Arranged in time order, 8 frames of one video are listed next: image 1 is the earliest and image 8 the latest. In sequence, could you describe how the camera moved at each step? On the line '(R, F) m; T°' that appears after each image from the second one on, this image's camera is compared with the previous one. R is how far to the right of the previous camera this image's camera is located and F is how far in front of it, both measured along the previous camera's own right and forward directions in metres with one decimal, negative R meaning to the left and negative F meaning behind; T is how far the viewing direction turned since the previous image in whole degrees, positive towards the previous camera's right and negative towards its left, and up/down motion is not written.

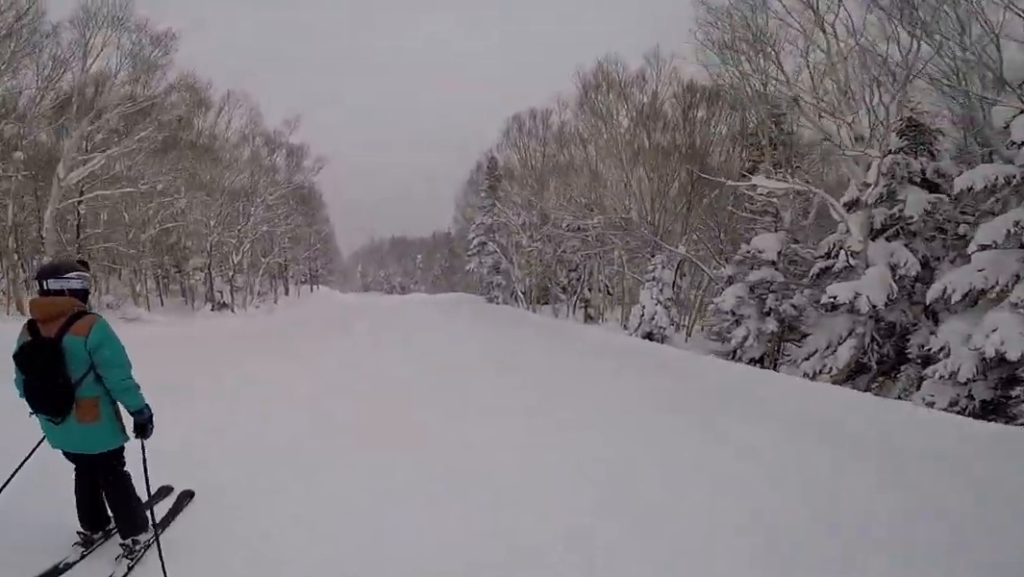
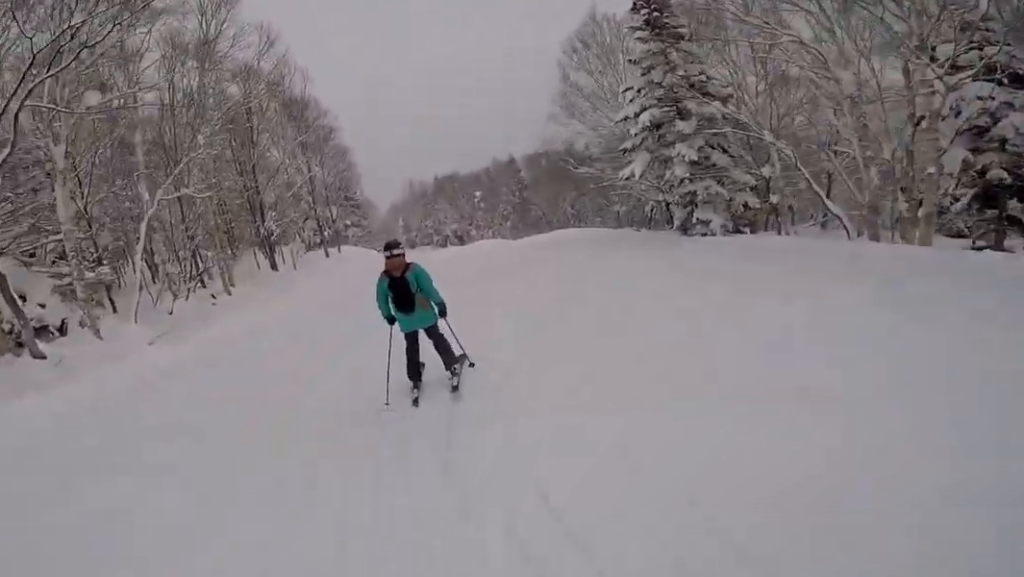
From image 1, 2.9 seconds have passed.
(-1.7, +21.4) m; -2°
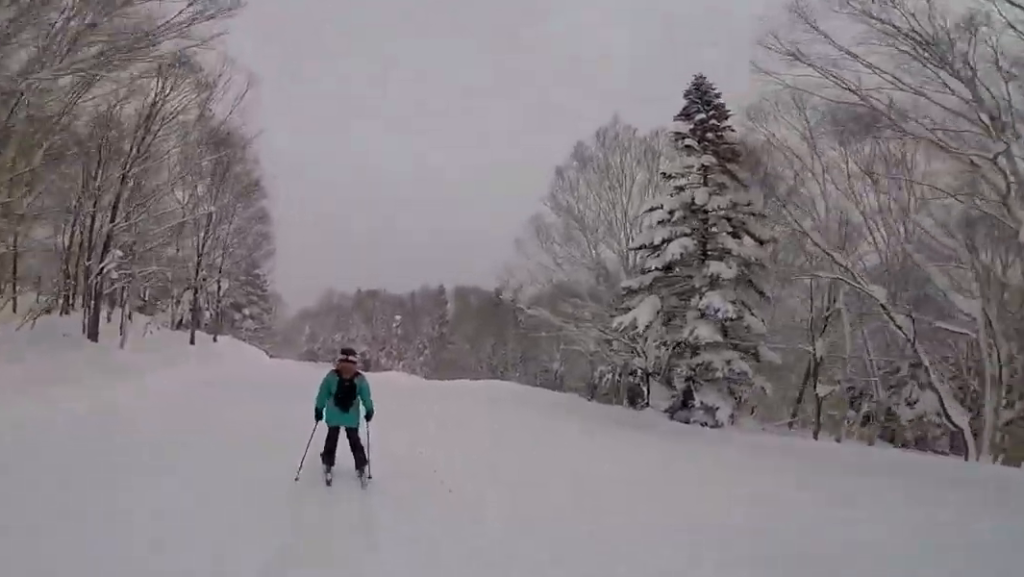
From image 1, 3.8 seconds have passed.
(+0.3, +7.5) m; +2°
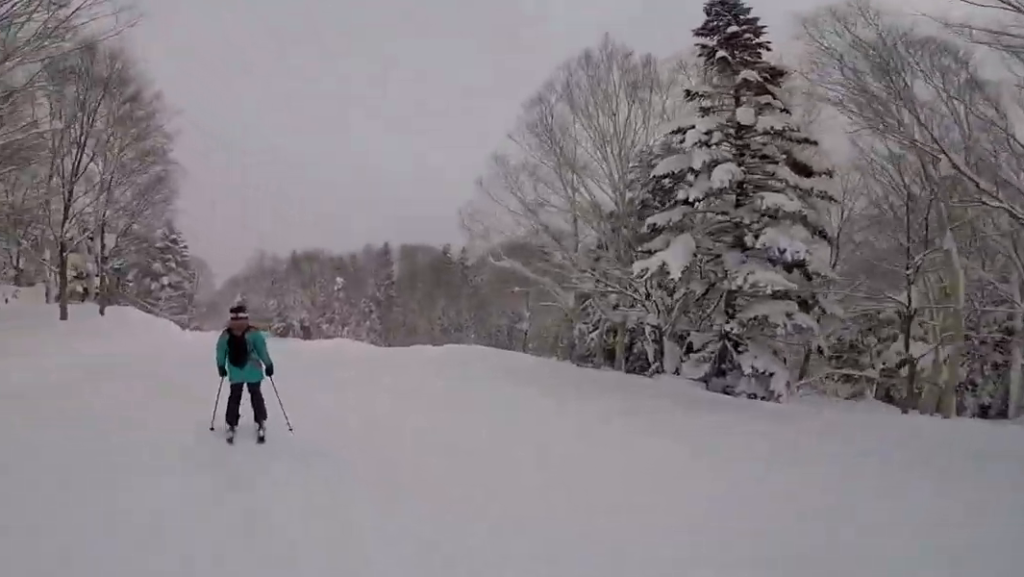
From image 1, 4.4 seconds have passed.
(0.0, +4.8) m; 0°
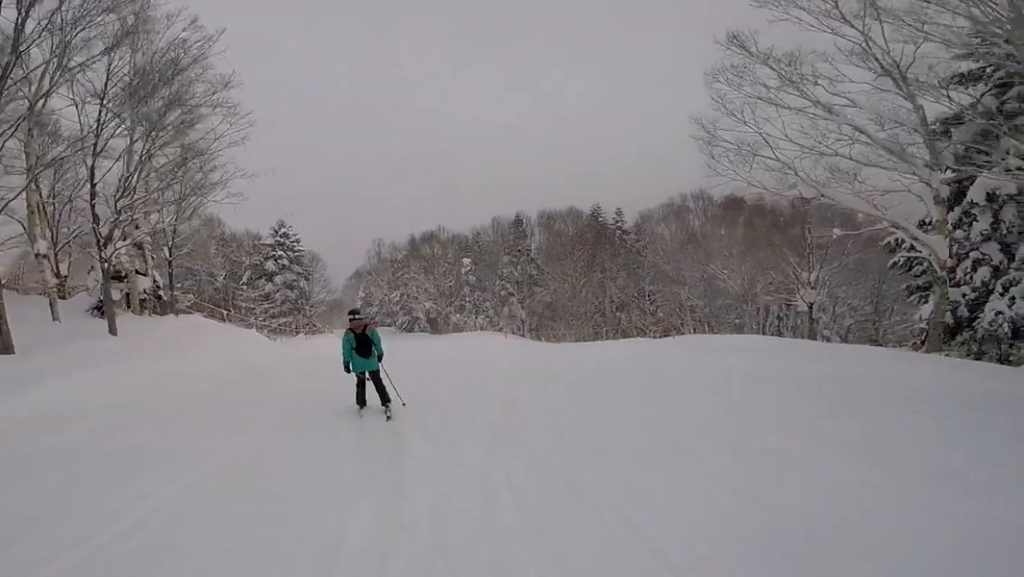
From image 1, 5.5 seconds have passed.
(+0.2, +10.0) m; +6°
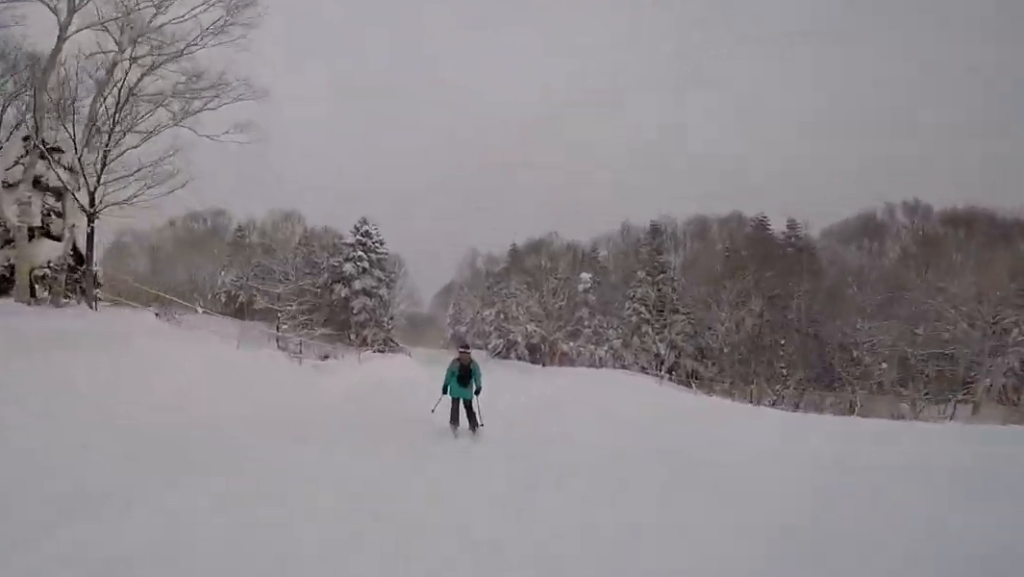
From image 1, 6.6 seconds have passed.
(+0.6, +9.0) m; -3°
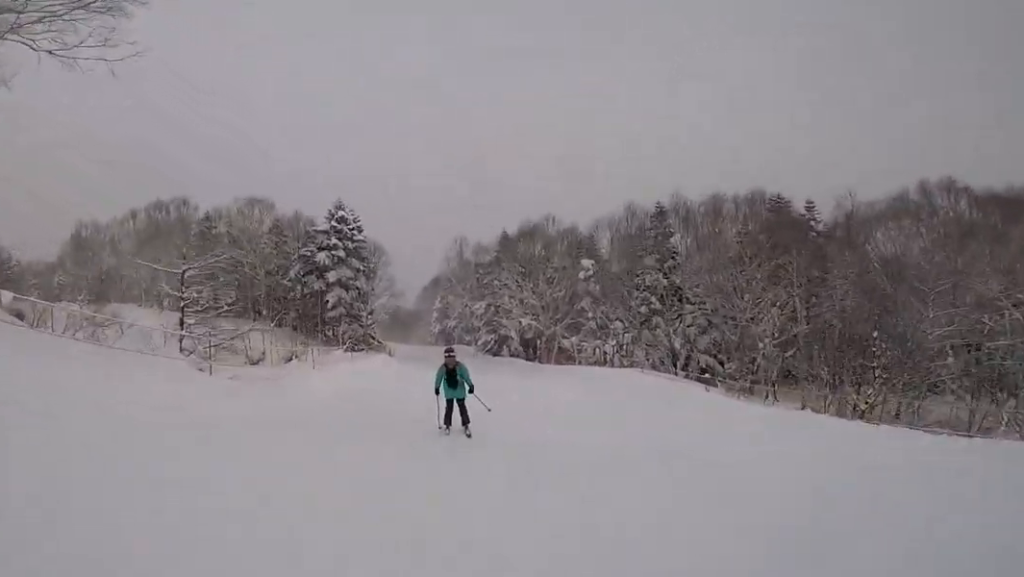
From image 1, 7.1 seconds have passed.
(-0.5, +4.8) m; -5°
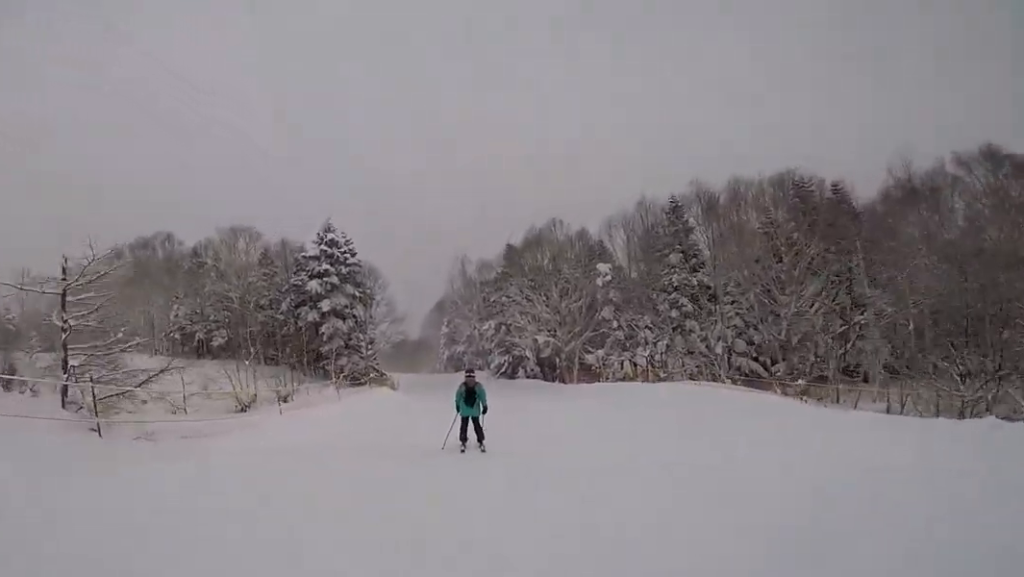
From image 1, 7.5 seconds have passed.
(-0.1, +3.6) m; -3°
